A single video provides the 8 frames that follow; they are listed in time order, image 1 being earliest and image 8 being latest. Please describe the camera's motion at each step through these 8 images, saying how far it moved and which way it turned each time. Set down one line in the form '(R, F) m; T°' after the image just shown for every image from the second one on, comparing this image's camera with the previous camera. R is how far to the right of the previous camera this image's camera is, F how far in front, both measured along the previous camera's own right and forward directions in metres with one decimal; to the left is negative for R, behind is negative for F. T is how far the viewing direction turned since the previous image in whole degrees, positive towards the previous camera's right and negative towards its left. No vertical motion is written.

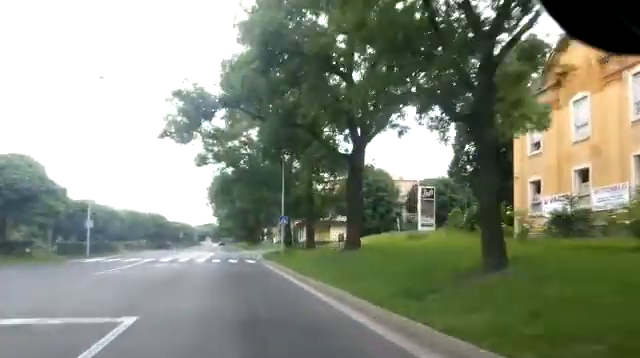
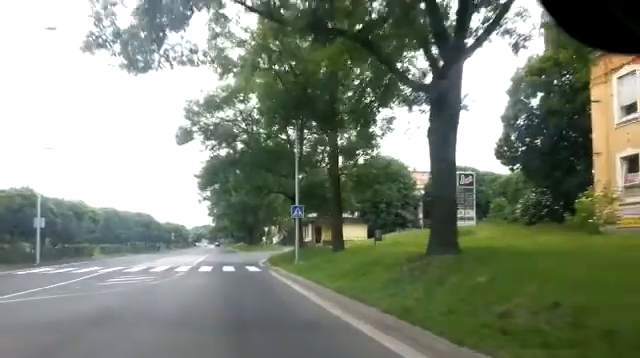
(-0.1, +8.7) m; 0°
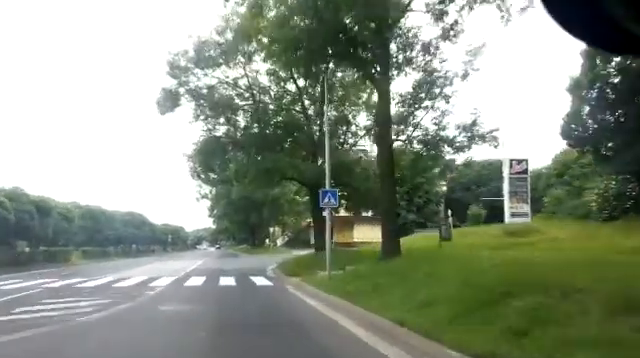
(0.0, +7.2) m; 0°
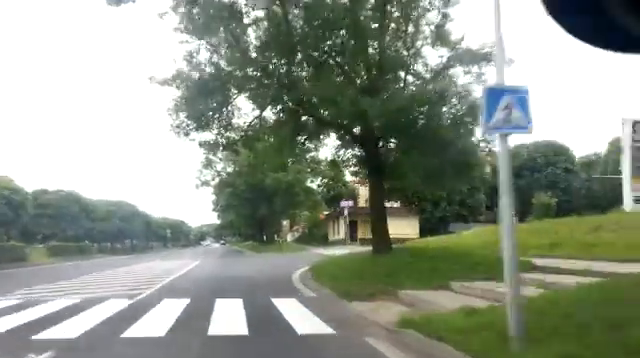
(0.0, +9.5) m; 0°
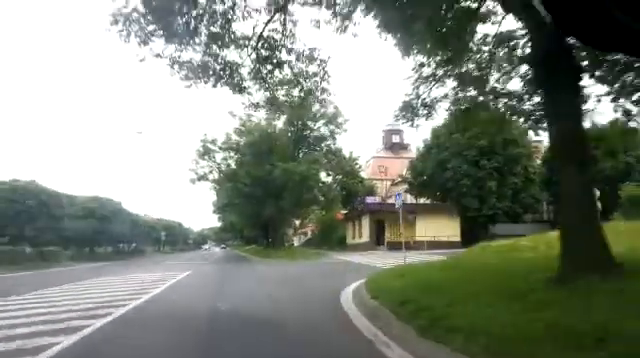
(0.0, +8.7) m; 0°
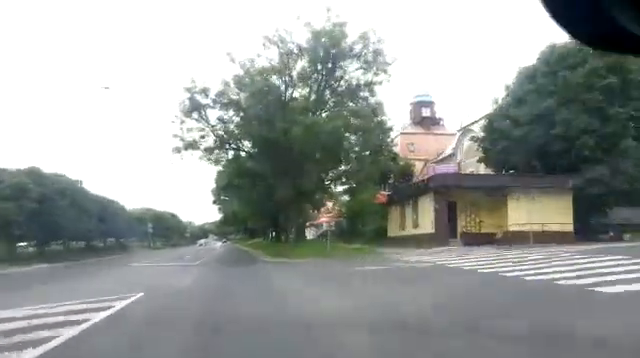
(+0.1, +13.0) m; -1°
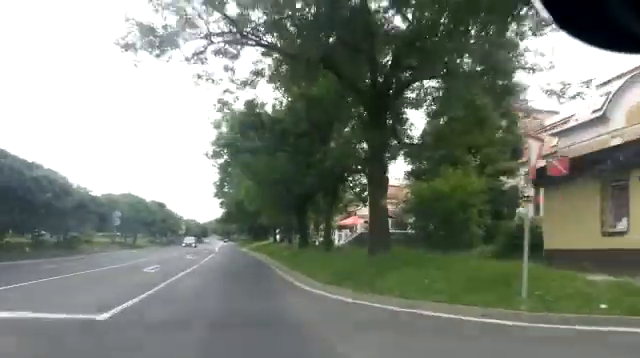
(-0.4, +18.2) m; -3°
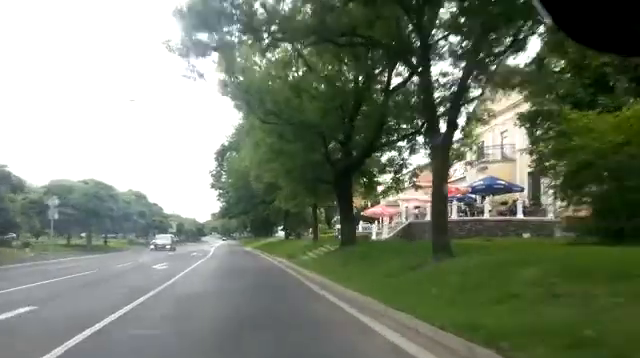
(-0.2, +15.3) m; -1°
